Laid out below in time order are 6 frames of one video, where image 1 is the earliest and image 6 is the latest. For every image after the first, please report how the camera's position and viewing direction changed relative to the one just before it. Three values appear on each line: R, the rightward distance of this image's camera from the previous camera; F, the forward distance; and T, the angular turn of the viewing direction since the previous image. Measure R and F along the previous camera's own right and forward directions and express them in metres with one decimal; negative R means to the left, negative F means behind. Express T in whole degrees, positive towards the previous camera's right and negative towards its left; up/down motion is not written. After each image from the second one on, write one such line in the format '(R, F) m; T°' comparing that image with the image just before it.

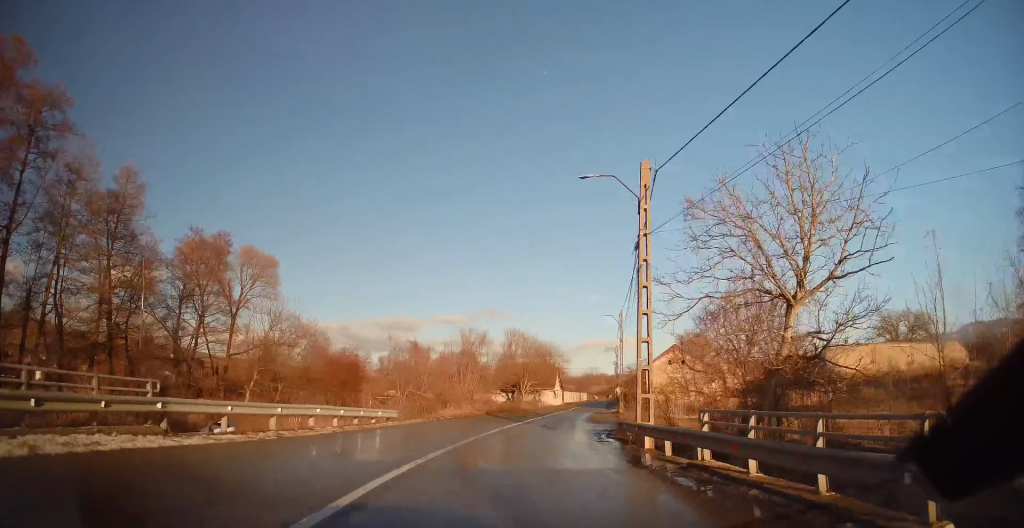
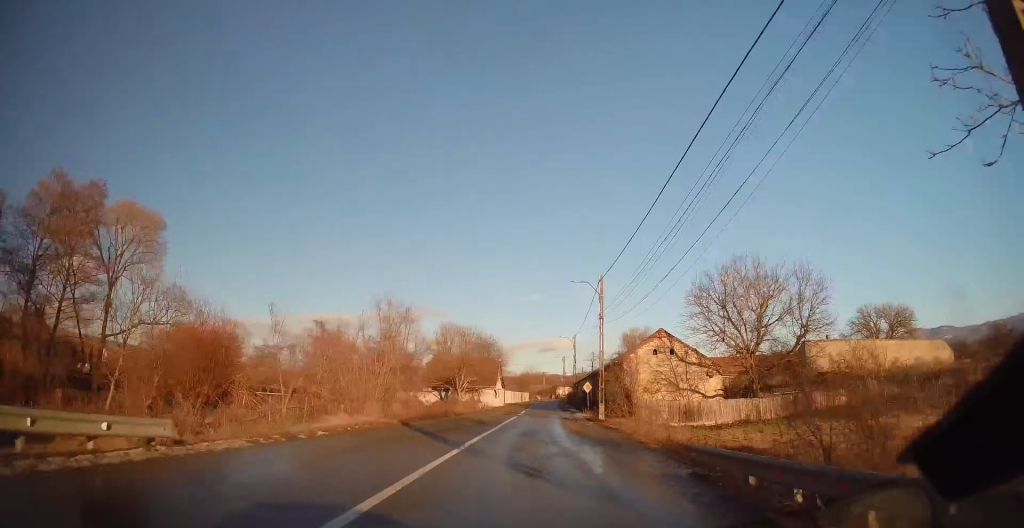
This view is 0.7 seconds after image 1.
(+0.8, +13.5) m; +5°
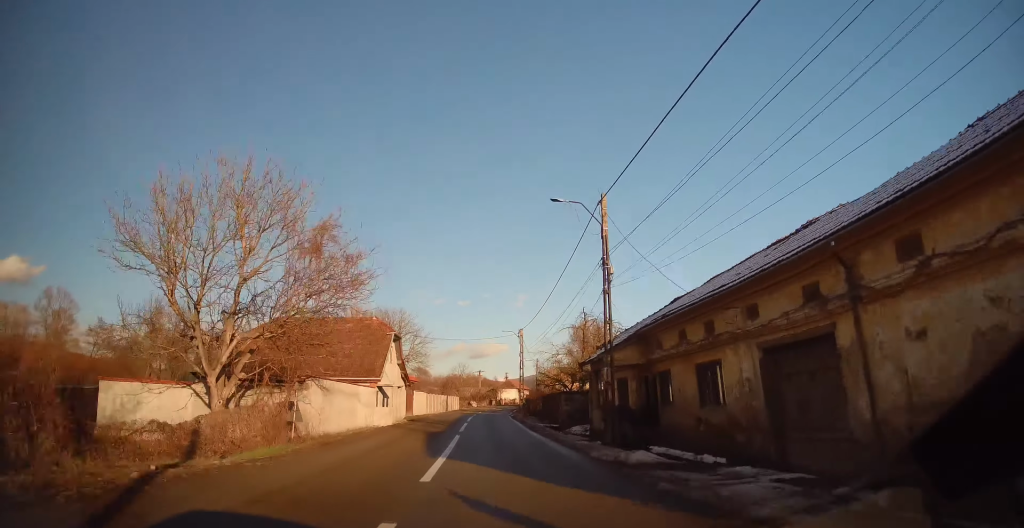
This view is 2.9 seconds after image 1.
(+3.2, +42.8) m; +6°
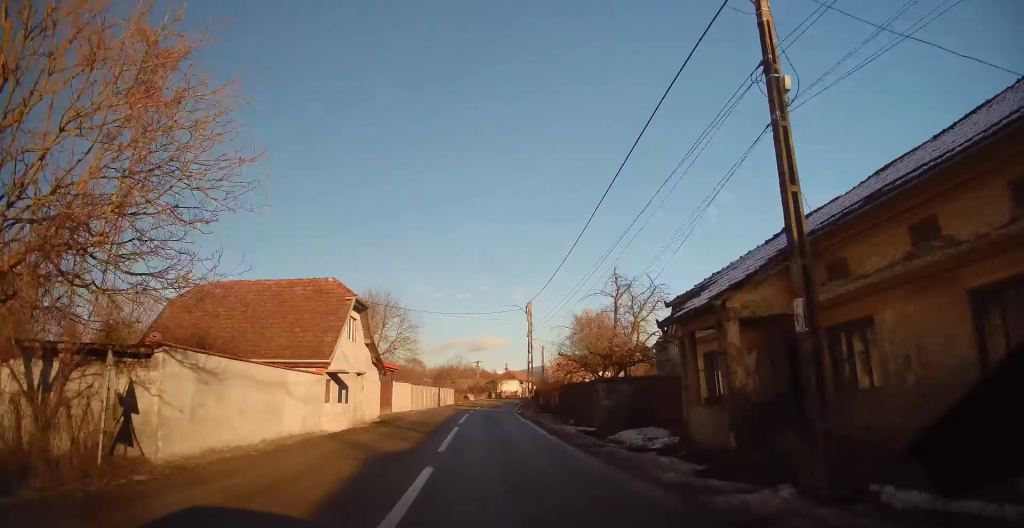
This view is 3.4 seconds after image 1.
(0.0, +10.8) m; 0°
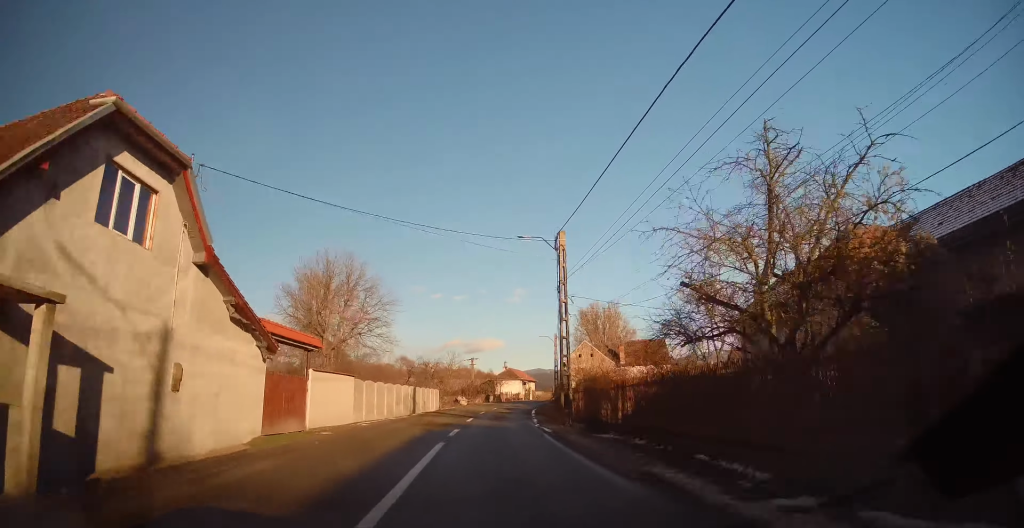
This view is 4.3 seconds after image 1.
(0.0, +18.4) m; +1°
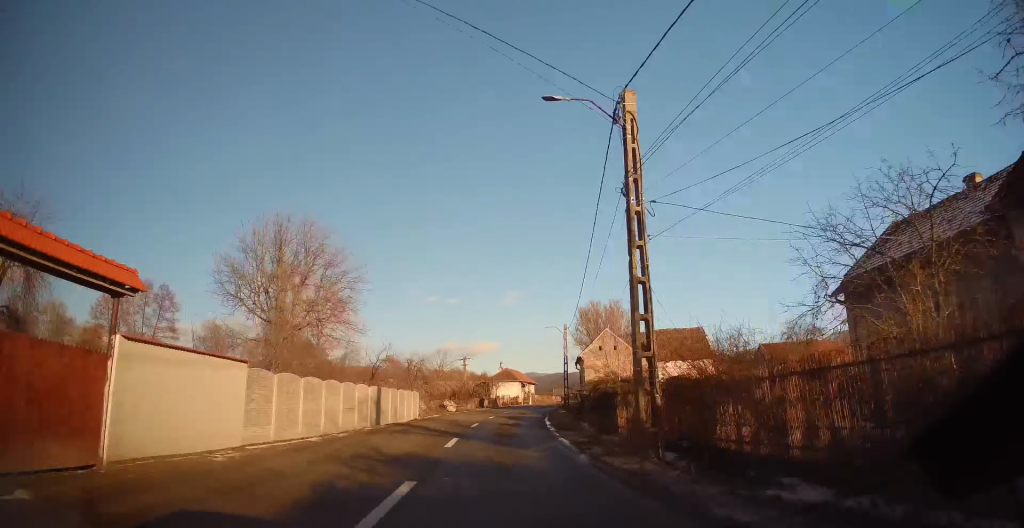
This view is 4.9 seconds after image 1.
(-0.1, +11.7) m; +2°
